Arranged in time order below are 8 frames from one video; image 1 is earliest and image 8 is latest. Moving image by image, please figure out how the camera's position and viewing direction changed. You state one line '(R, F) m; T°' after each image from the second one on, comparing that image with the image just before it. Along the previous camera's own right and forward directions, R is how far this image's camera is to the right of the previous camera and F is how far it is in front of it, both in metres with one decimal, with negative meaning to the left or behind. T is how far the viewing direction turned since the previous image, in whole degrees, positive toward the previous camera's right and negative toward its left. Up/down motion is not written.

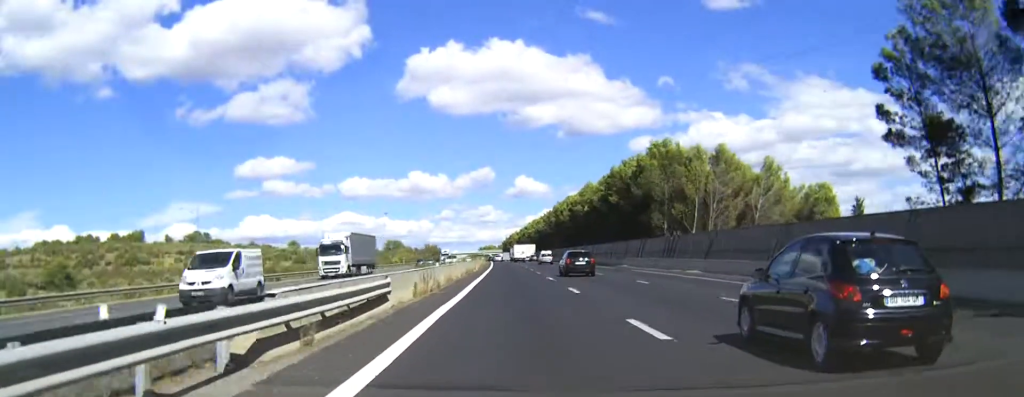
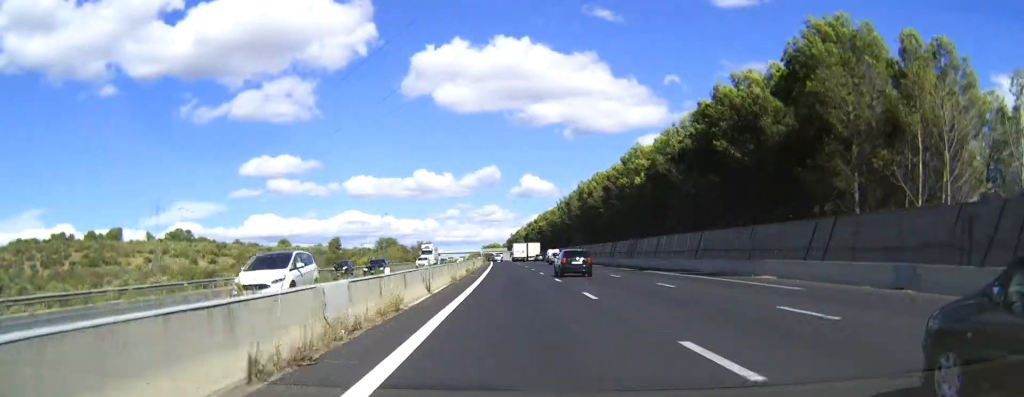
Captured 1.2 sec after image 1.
(0.0, +42.3) m; 0°
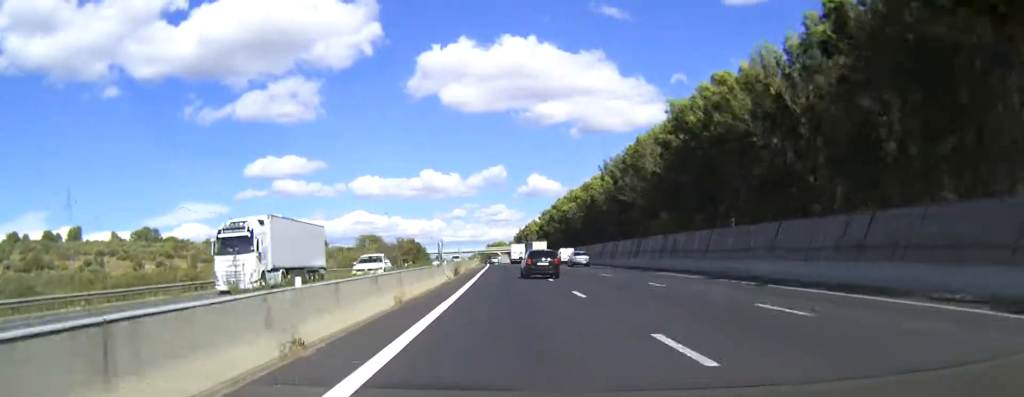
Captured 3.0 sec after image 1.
(0.0, +63.6) m; -1°
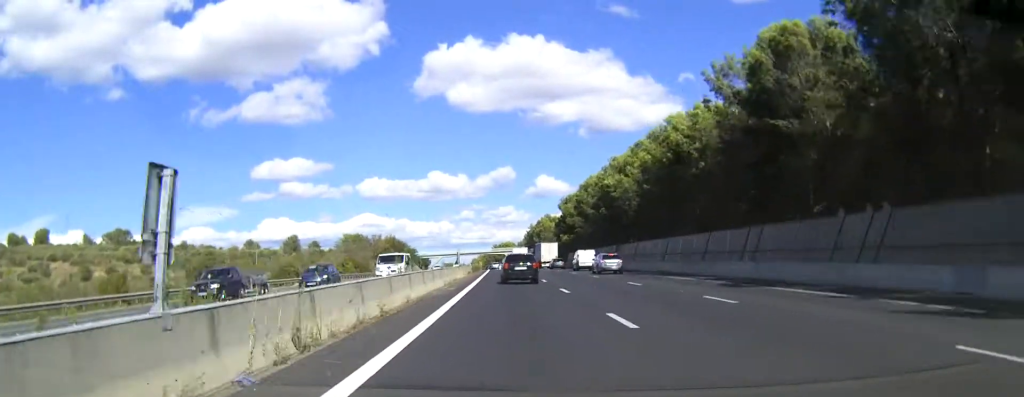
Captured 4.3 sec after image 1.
(-1.0, +47.1) m; -2°
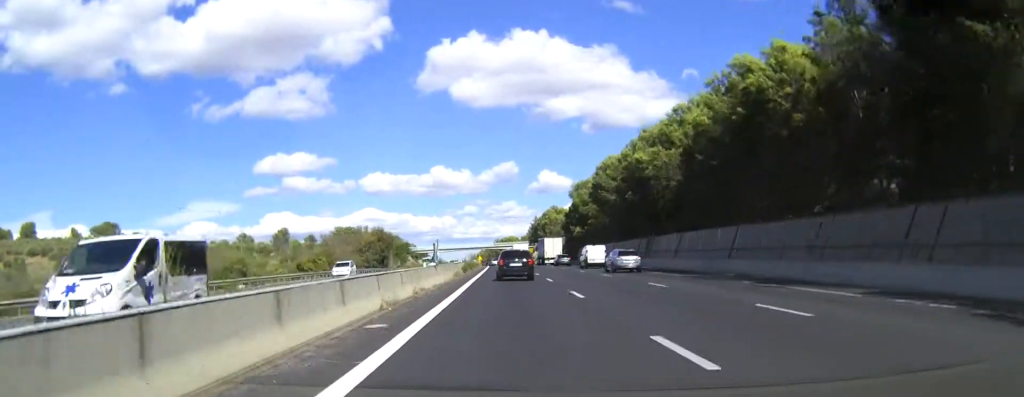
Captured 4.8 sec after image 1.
(-0.1, +17.7) m; 0°
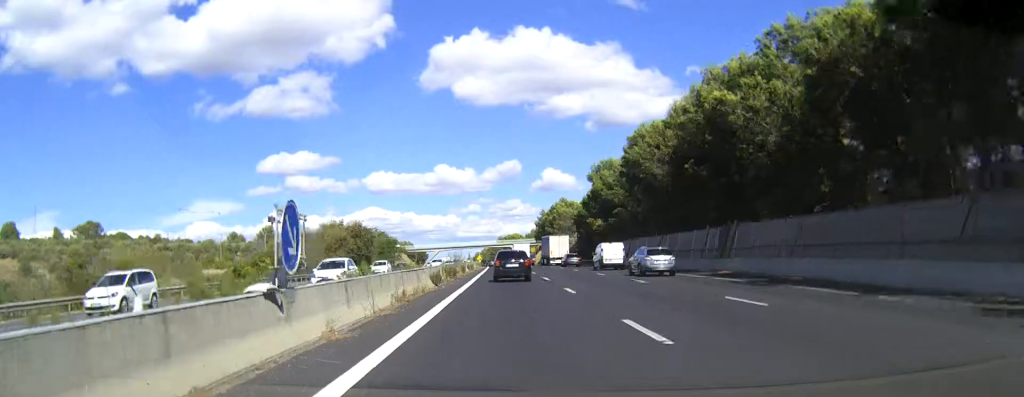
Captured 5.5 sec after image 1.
(0.0, +23.5) m; 0°
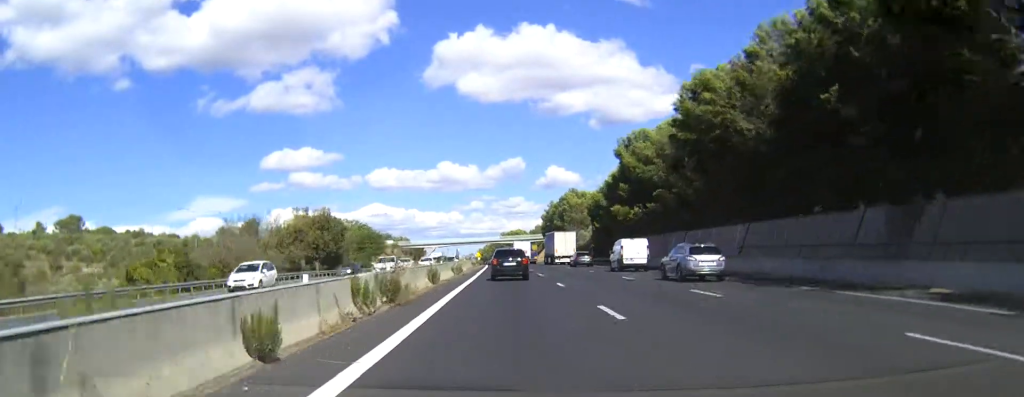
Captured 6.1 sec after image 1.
(0.0, +22.4) m; 0°
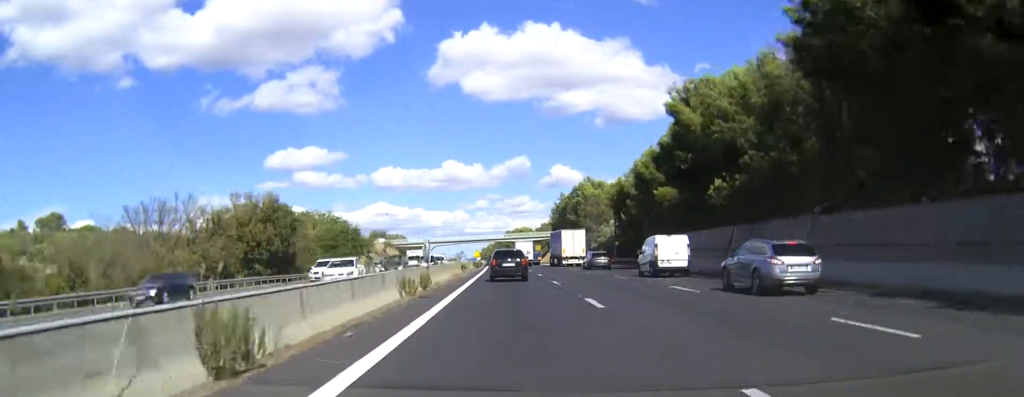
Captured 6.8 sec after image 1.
(0.0, +23.5) m; 0°
